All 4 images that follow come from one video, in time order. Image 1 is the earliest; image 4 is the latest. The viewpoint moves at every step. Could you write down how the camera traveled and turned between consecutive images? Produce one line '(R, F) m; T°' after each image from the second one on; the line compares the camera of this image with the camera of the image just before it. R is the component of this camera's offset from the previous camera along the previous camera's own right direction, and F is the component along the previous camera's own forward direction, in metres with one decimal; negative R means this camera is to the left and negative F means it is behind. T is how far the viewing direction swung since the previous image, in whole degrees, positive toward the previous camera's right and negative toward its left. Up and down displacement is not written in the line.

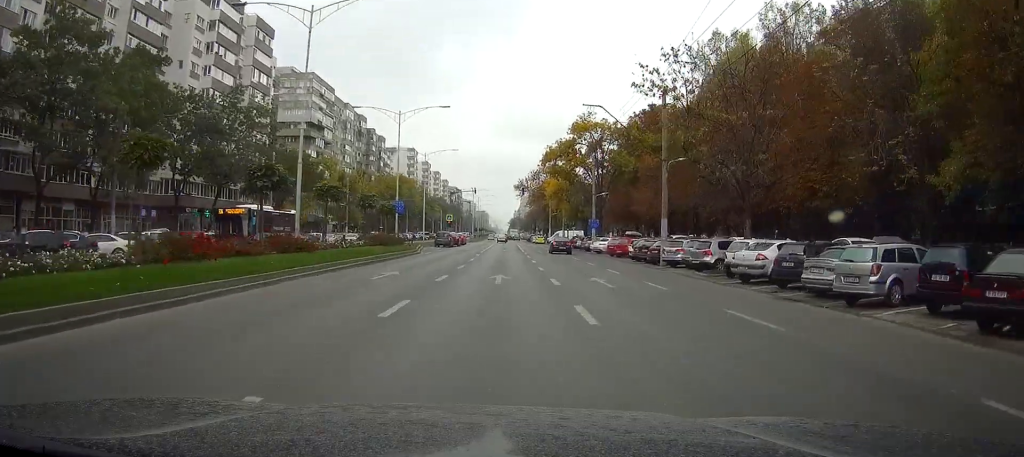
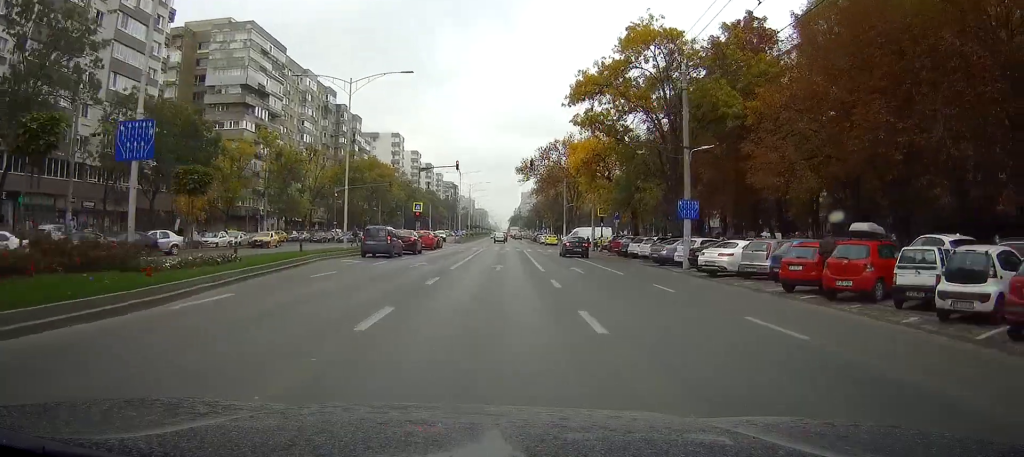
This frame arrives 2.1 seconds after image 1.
(0.0, +36.4) m; 0°
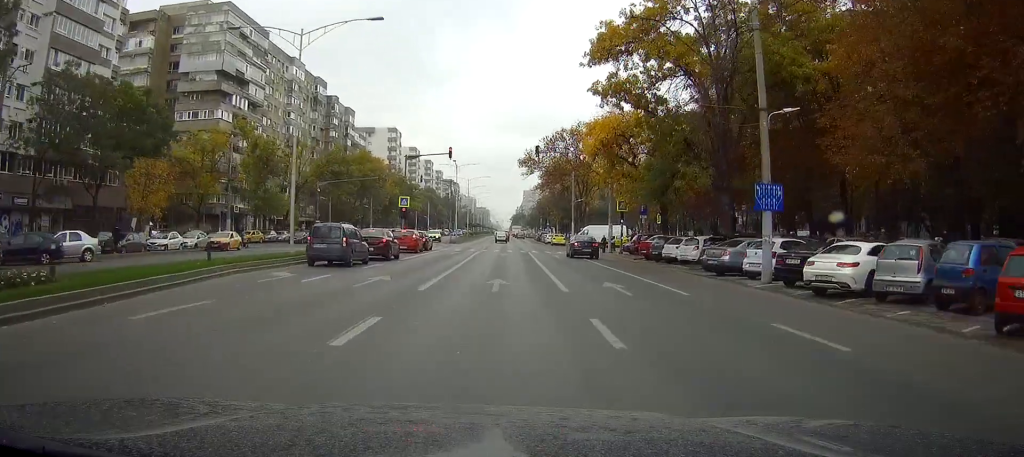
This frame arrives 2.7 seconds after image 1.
(0.0, +10.4) m; 0°
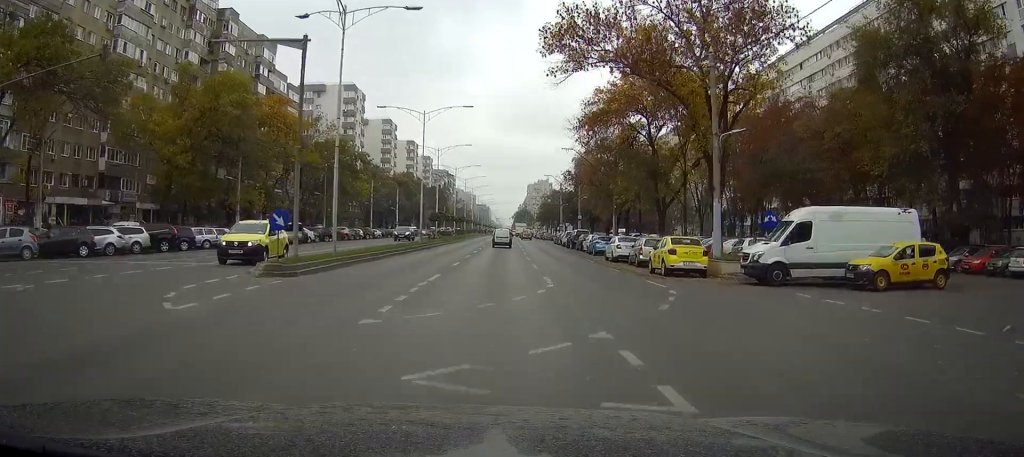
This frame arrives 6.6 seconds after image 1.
(-0.4, +64.5) m; -2°
